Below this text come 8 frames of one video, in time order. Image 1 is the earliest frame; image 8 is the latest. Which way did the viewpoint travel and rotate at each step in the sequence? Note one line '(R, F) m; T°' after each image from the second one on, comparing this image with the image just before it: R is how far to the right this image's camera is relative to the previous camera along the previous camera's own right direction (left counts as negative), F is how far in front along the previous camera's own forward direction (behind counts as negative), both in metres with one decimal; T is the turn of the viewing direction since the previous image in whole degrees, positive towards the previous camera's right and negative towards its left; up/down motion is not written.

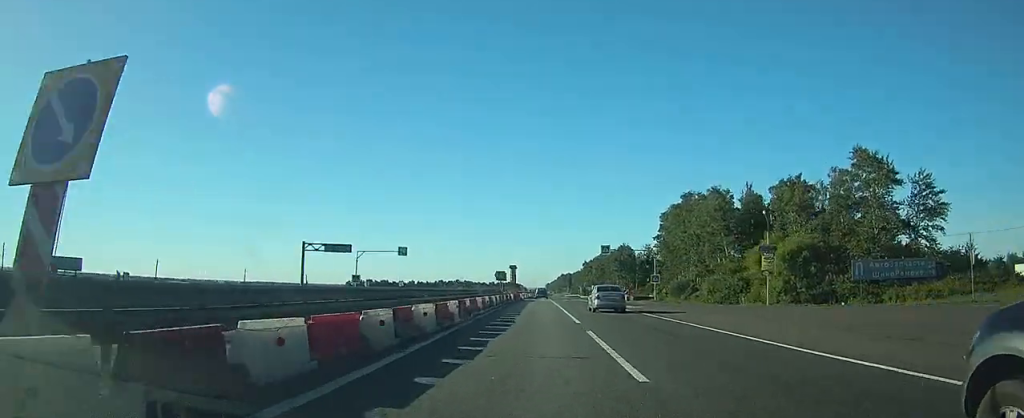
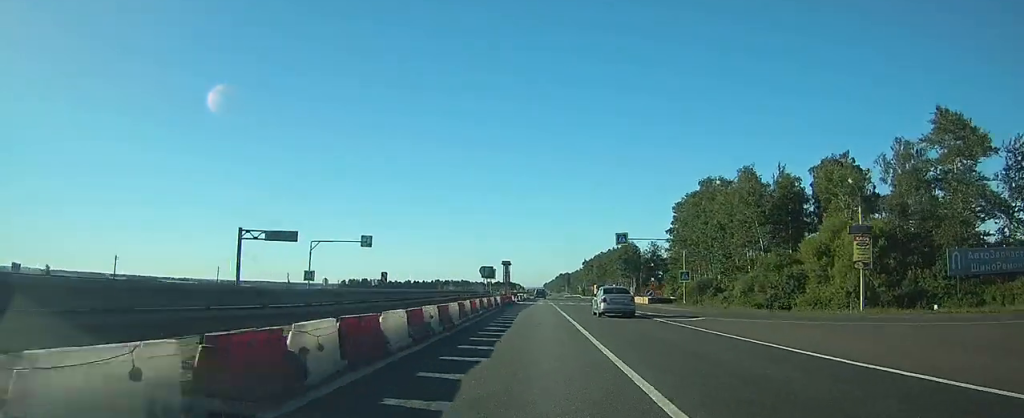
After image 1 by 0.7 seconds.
(0.0, +15.6) m; 0°
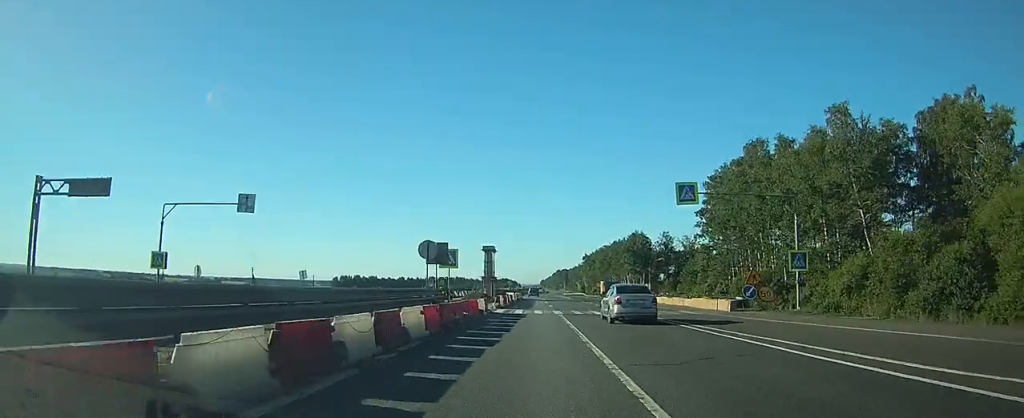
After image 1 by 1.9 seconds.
(+0.1, +26.2) m; 0°
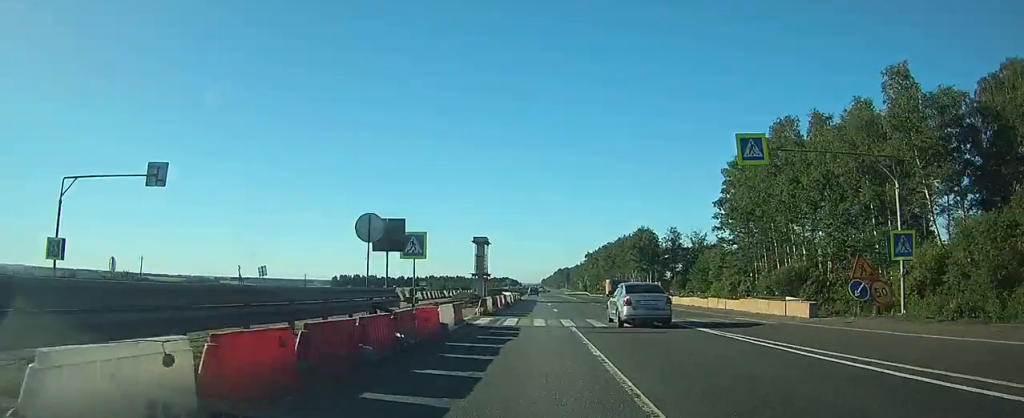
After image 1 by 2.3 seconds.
(0.0, +9.8) m; 0°
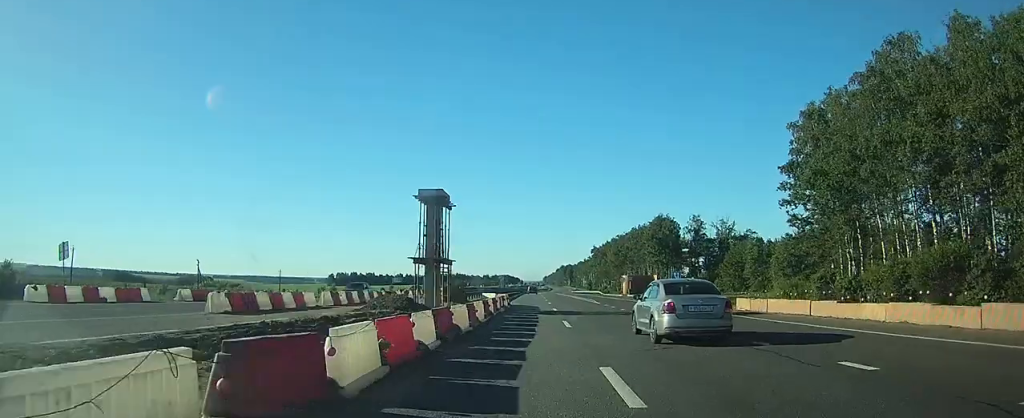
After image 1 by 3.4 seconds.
(0.0, +25.1) m; 0°
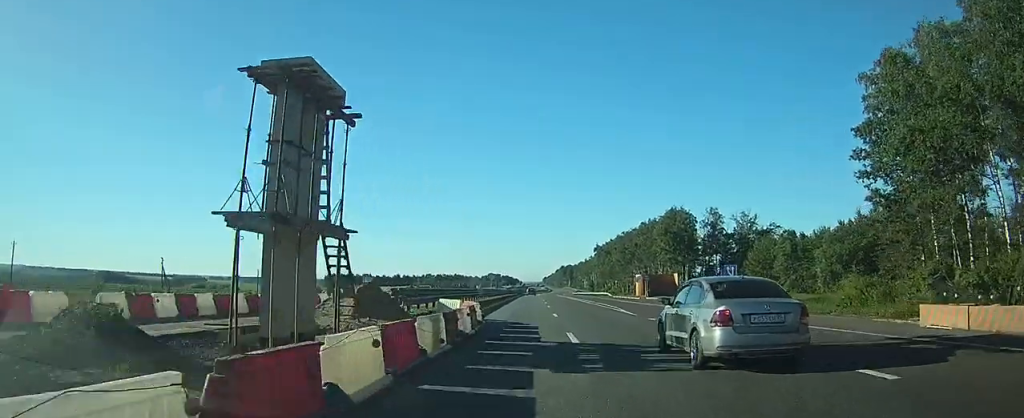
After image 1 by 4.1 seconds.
(0.0, +16.9) m; 0°
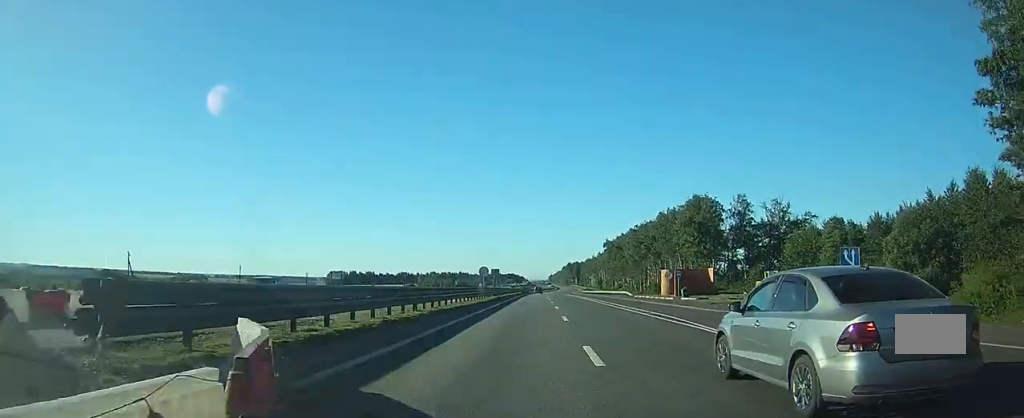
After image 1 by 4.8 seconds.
(0.0, +16.1) m; 0°
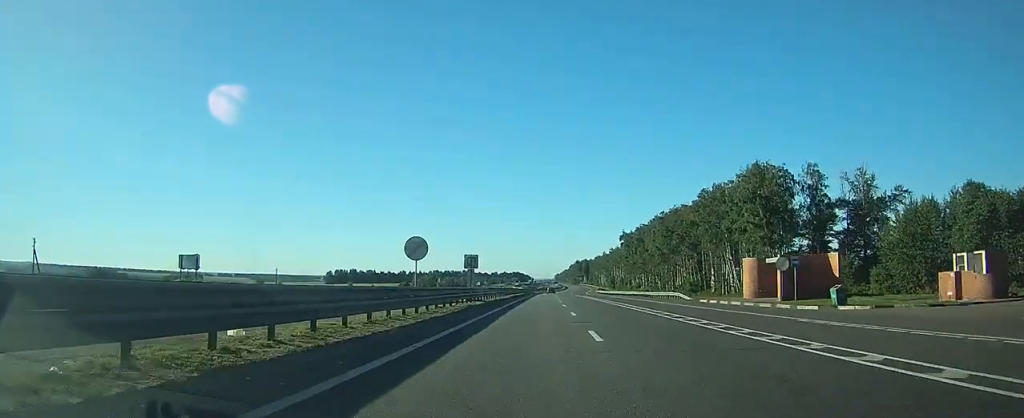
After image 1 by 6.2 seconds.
(-0.1, +32.0) m; 0°
